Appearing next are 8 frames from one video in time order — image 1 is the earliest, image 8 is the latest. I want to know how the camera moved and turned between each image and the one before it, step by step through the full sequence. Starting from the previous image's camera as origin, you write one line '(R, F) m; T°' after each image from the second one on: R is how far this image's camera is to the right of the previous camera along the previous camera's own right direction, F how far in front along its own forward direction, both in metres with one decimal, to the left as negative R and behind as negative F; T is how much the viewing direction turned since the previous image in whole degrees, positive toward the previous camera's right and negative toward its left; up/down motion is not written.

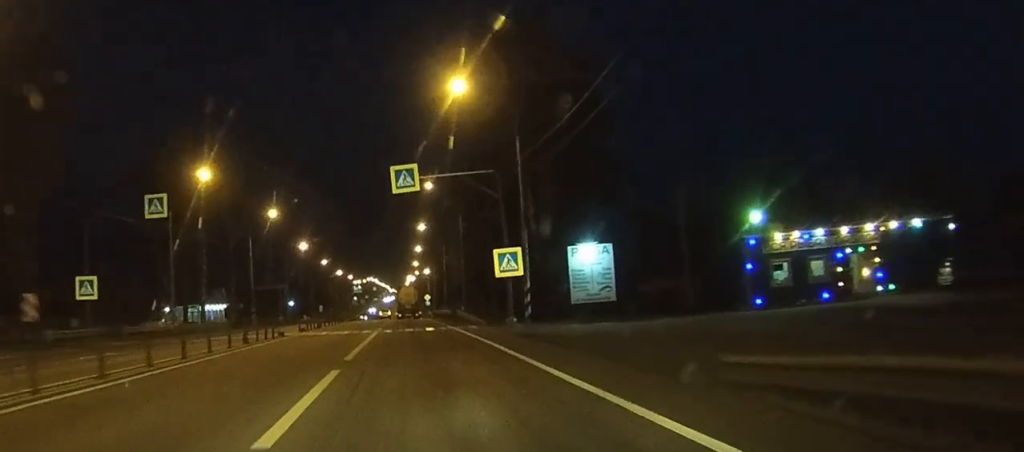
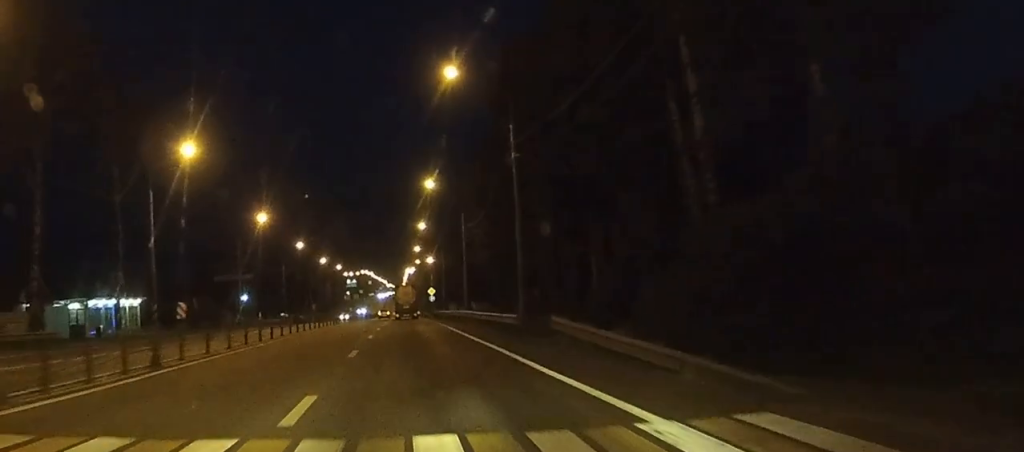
(-0.1, +36.3) m; 0°
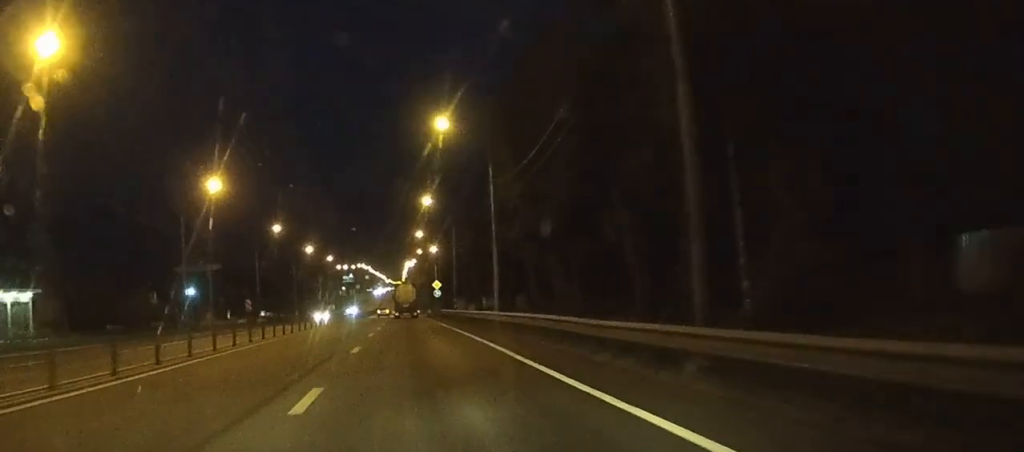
(+0.1, +23.1) m; 0°
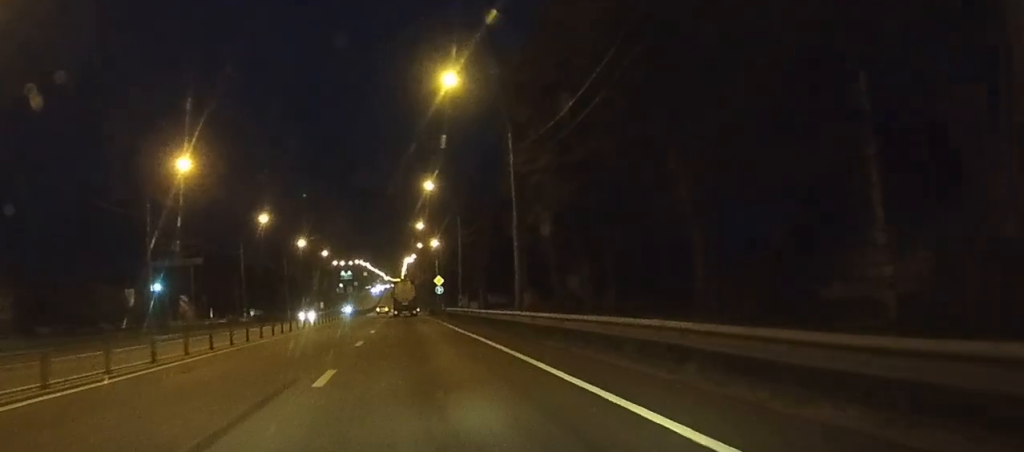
(0.0, +9.2) m; 0°
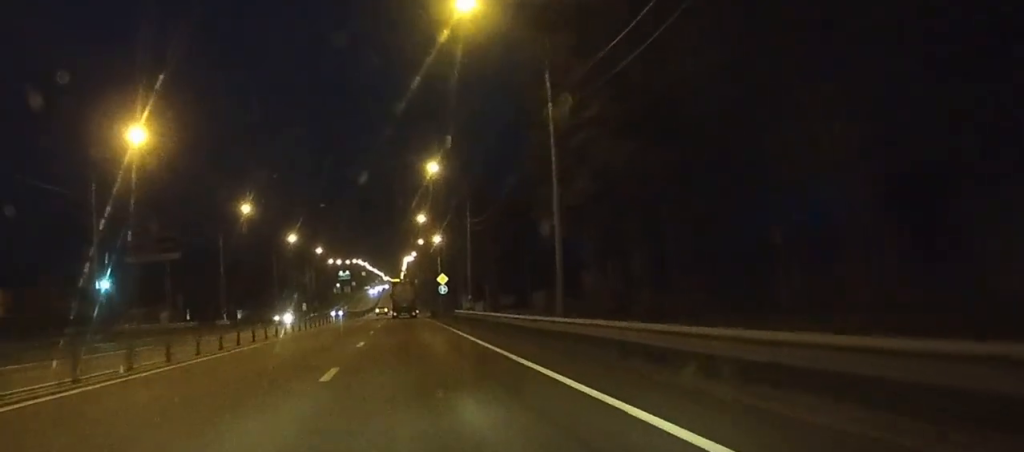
(0.0, +10.5) m; 0°
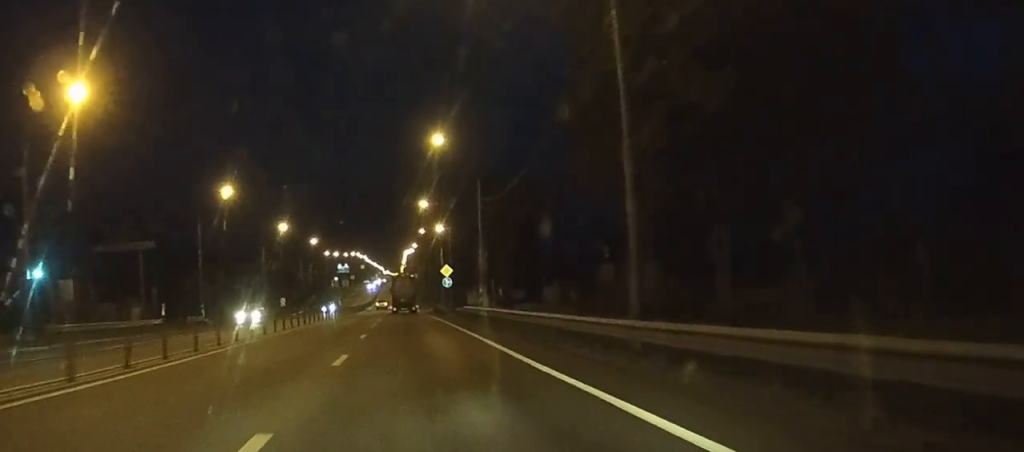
(0.0, +9.2) m; 0°
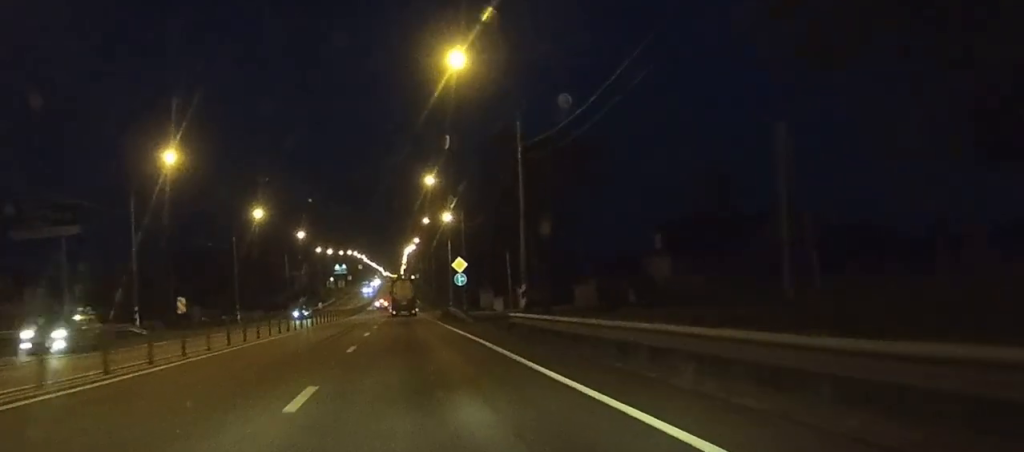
(0.0, +19.0) m; 0°
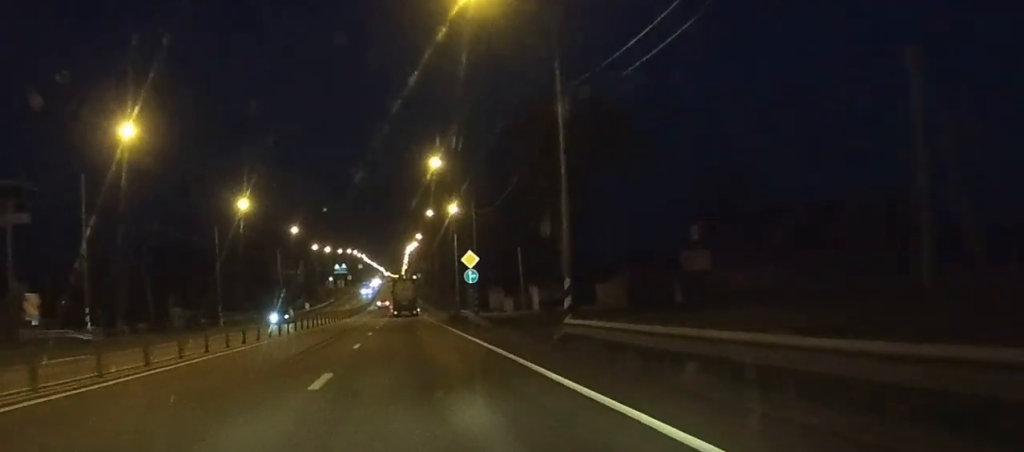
(0.0, +9.2) m; 0°
